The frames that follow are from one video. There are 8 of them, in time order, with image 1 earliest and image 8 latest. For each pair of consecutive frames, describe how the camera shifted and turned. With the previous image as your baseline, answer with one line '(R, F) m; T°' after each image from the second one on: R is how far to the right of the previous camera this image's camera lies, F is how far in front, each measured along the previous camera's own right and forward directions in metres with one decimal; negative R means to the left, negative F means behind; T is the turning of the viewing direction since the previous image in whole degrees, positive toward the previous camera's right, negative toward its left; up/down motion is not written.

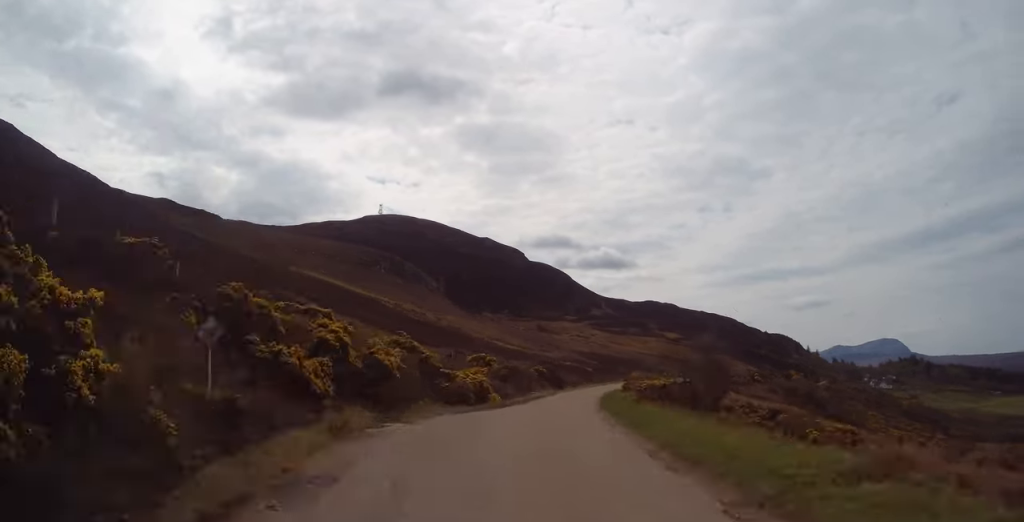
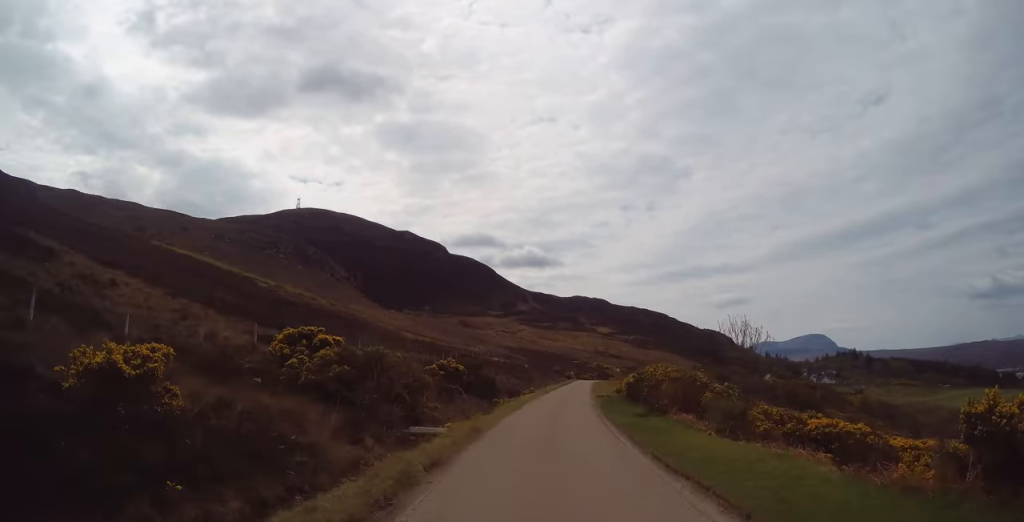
(+1.5, +31.3) m; +4°
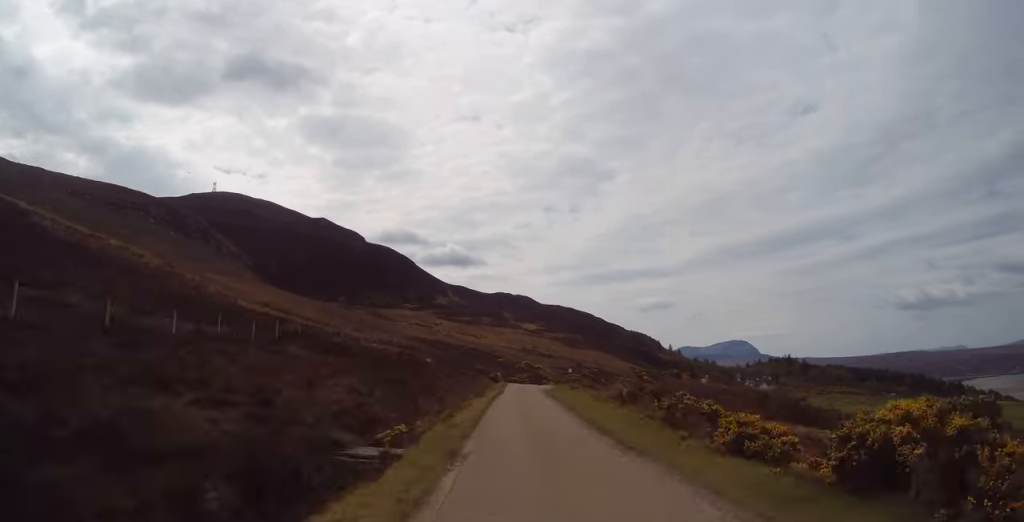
(+1.9, +37.1) m; +4°
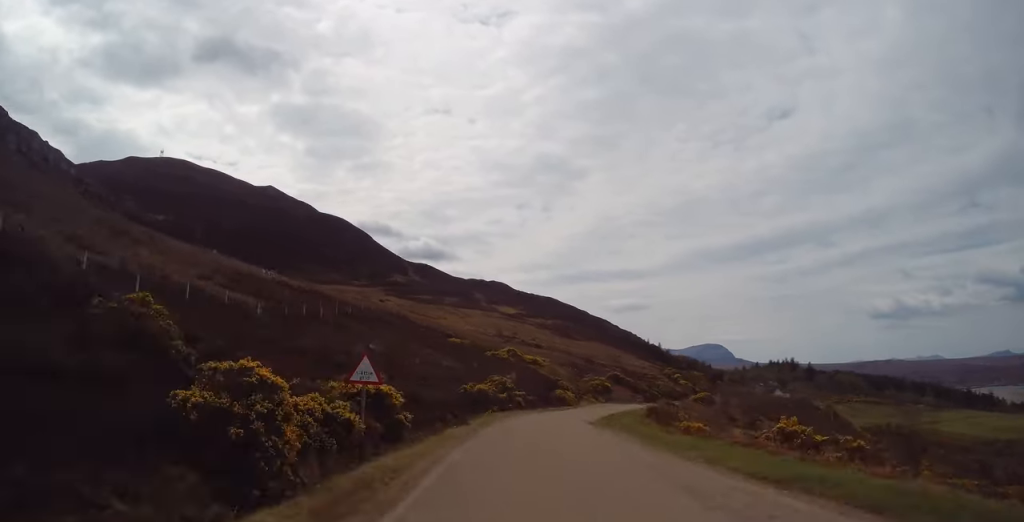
(+7.4, +87.8) m; +12°
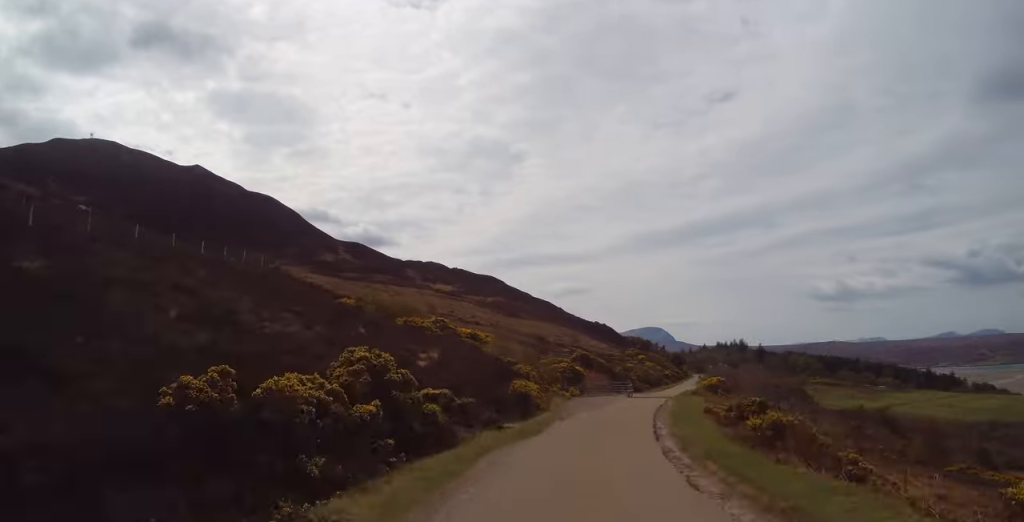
(-0.1, +29.9) m; +6°
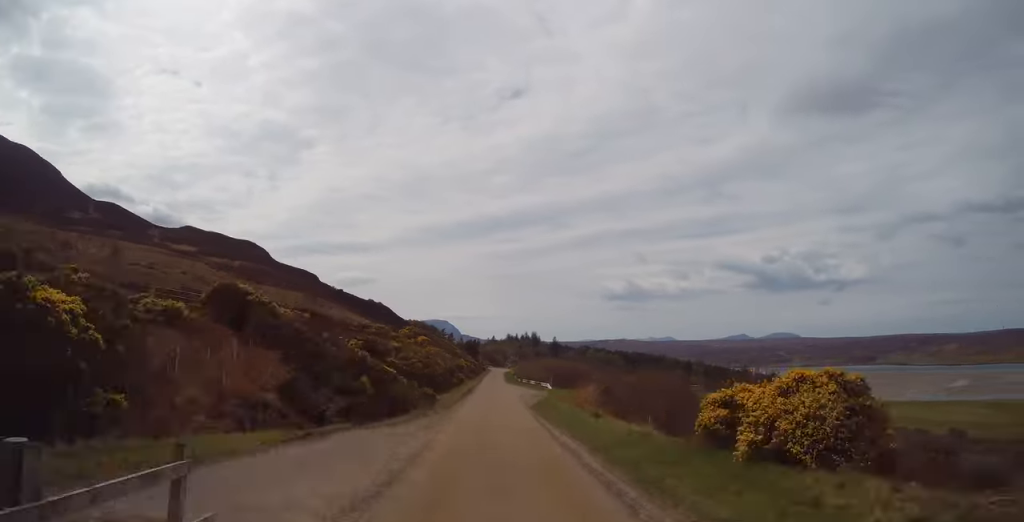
(+6.3, +56.9) m; +7°
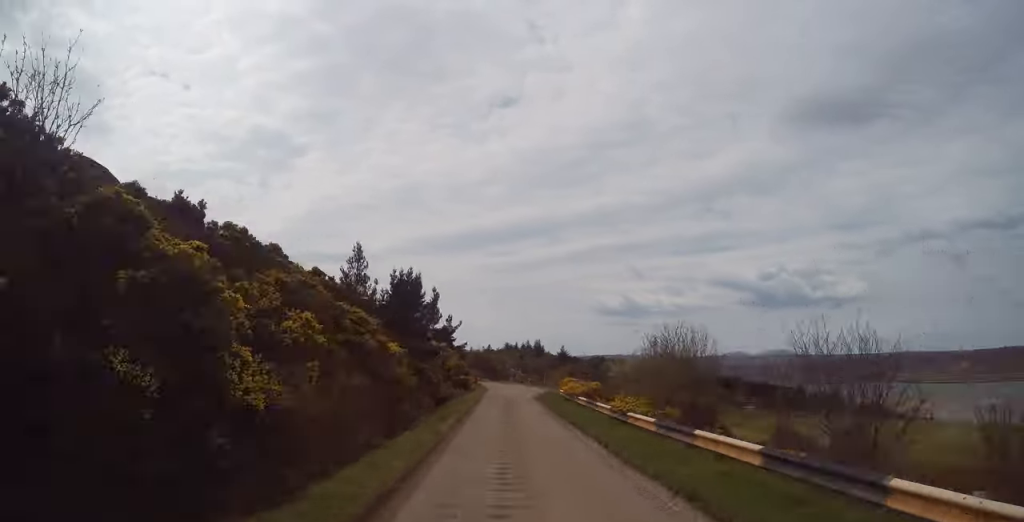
(+3.5, +99.3) m; +2°
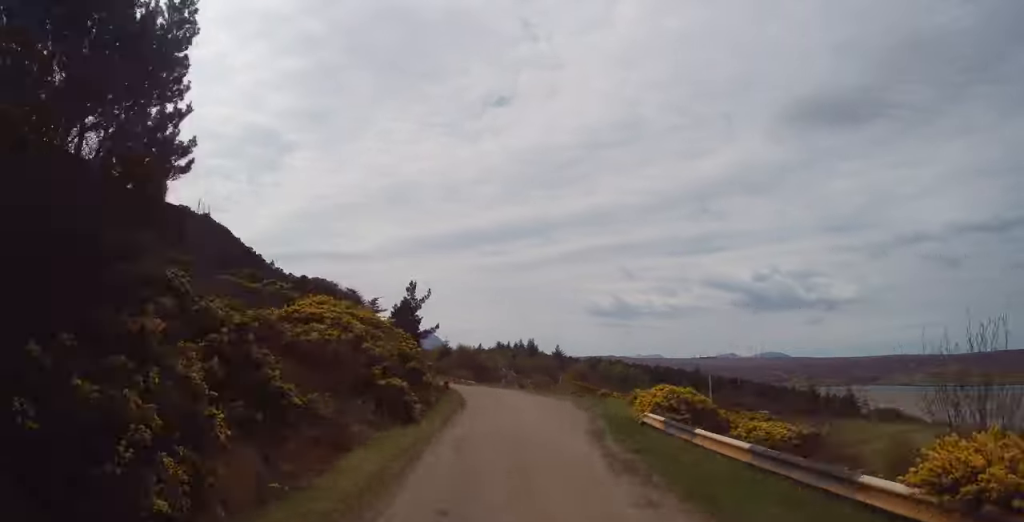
(+0.1, +22.1) m; 0°
